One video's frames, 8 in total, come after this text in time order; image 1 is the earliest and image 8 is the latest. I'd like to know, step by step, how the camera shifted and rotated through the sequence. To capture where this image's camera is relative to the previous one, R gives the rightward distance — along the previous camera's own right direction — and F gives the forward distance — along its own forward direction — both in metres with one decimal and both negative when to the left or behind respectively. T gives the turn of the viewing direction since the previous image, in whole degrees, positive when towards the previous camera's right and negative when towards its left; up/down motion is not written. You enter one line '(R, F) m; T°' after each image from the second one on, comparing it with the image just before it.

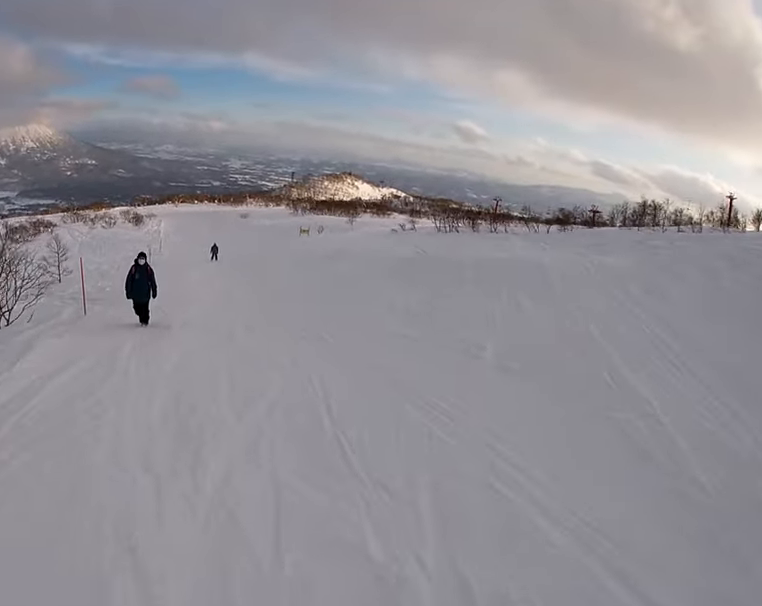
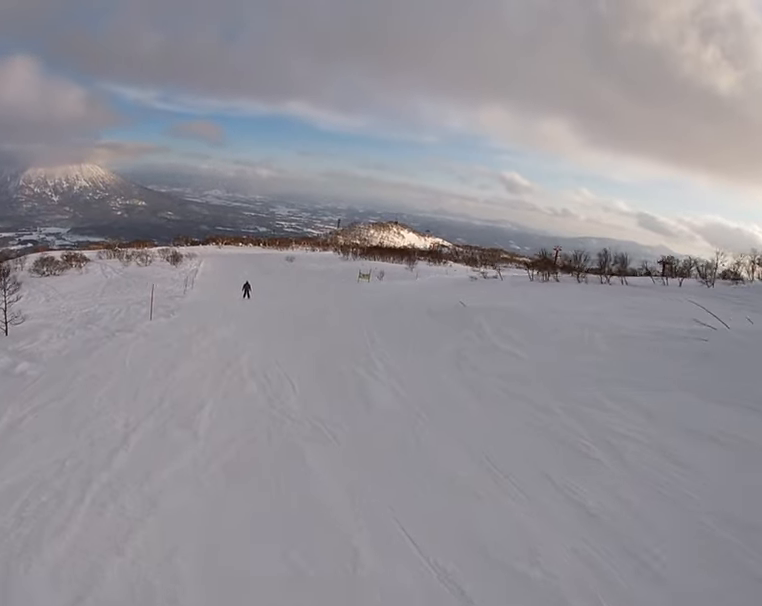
(-0.4, +11.3) m; -8°
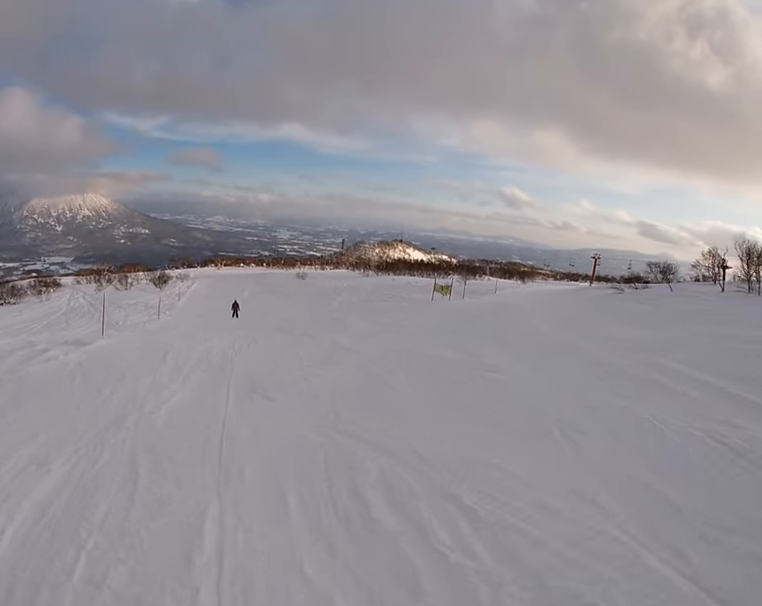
(-1.9, +21.6) m; -4°
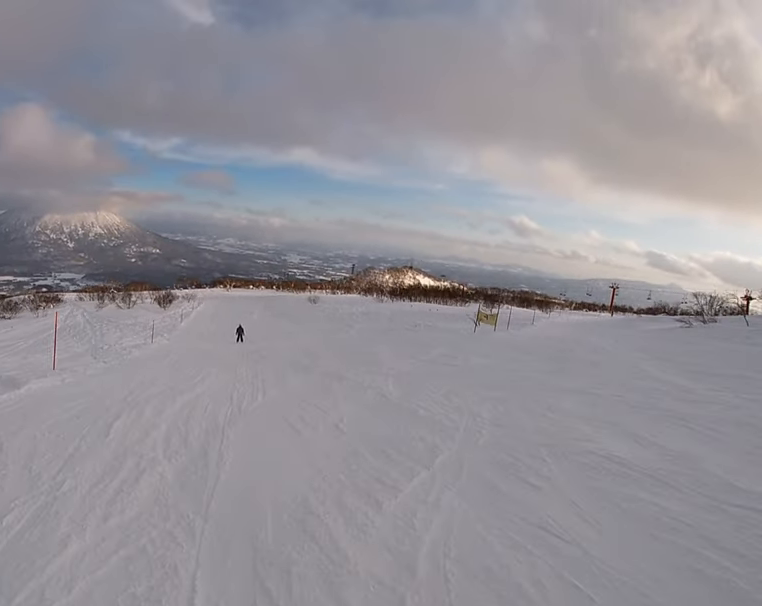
(+0.1, +5.3) m; +1°
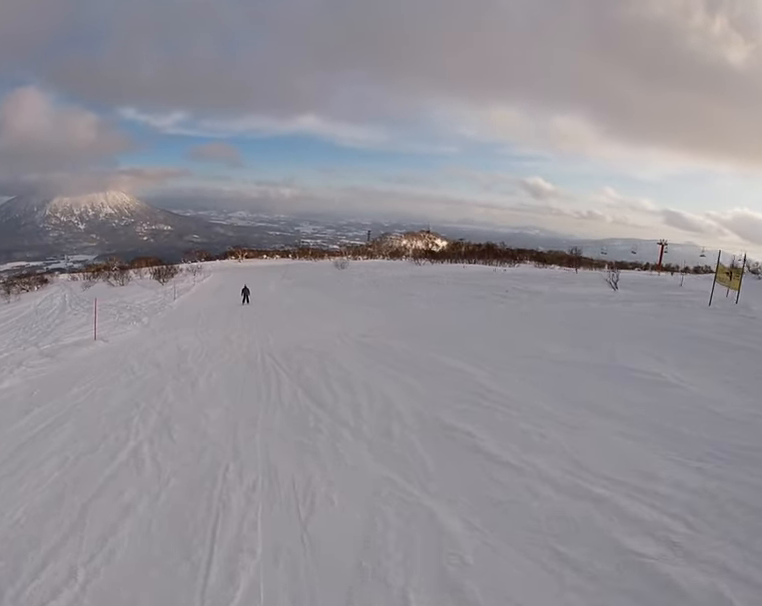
(+0.1, +14.7) m; 0°
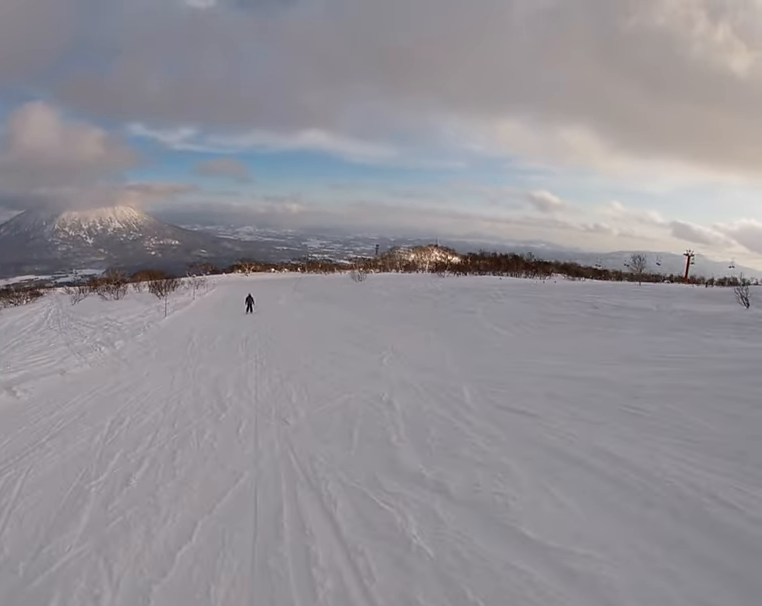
(0.0, +8.1) m; 0°
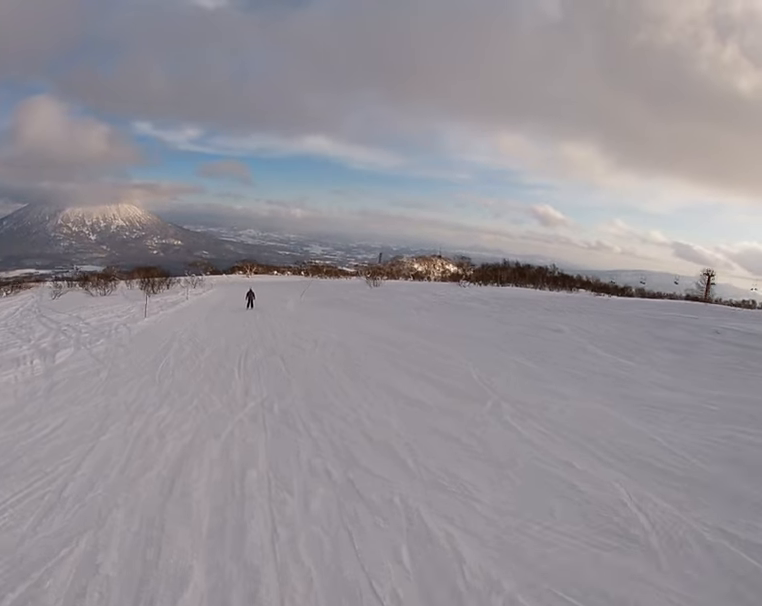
(0.0, +7.0) m; -1°
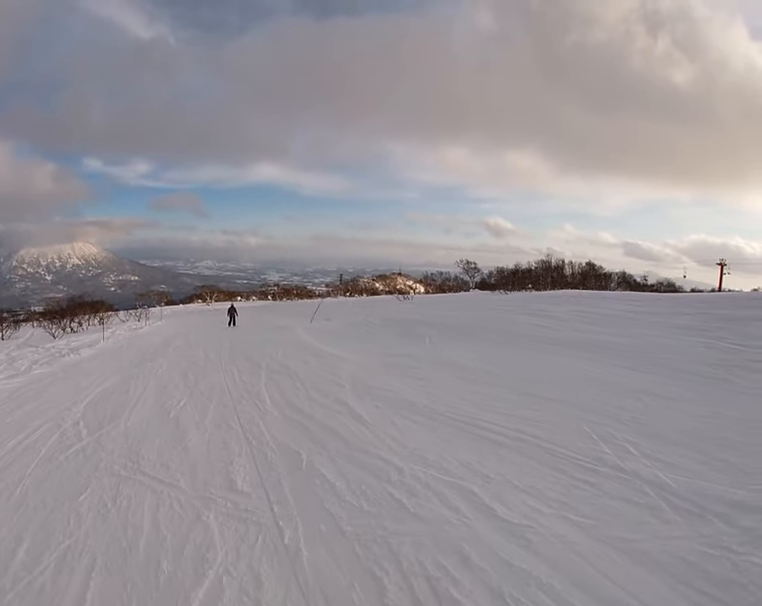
(-1.6, +20.7) m; -1°
